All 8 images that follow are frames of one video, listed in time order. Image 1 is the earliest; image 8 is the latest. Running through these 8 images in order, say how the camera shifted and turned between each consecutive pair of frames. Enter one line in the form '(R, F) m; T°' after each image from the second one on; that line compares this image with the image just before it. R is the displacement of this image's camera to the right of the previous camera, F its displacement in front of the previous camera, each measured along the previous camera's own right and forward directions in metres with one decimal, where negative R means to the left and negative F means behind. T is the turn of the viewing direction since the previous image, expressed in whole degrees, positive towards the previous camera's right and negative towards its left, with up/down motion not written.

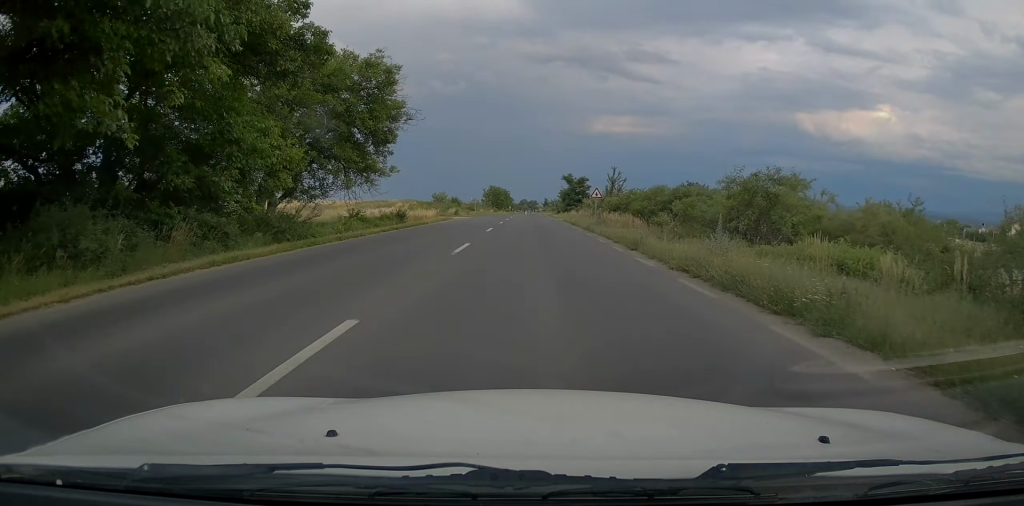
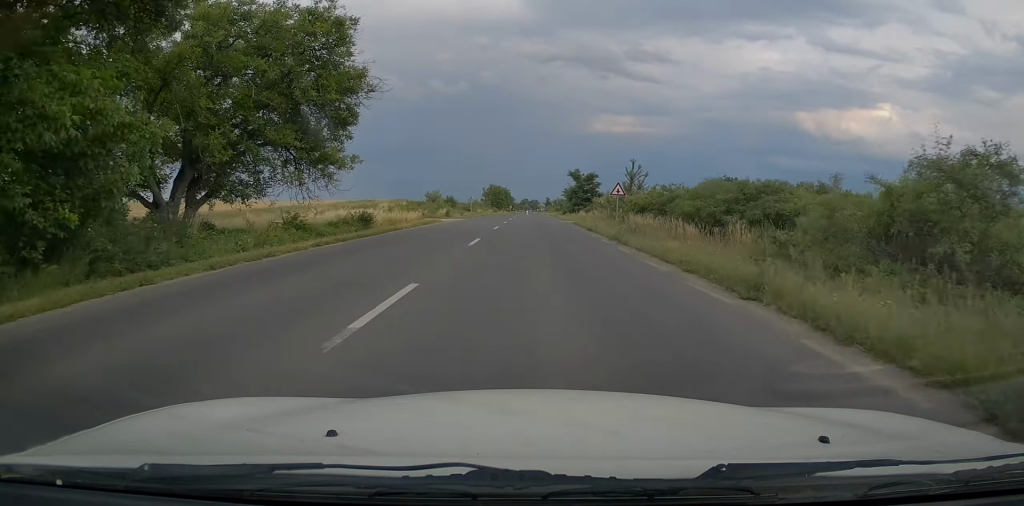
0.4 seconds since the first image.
(-0.1, +8.5) m; 0°
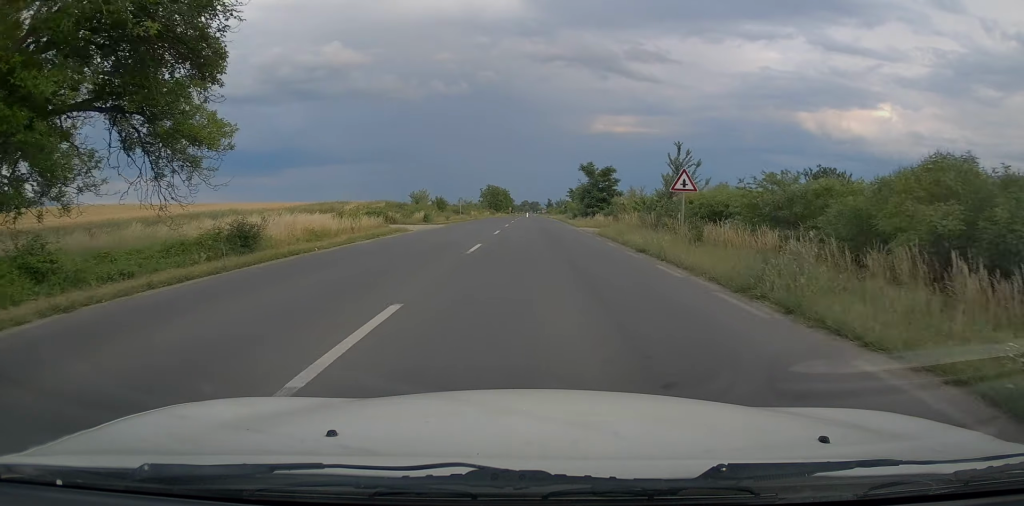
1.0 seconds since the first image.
(0.0, +12.7) m; 0°
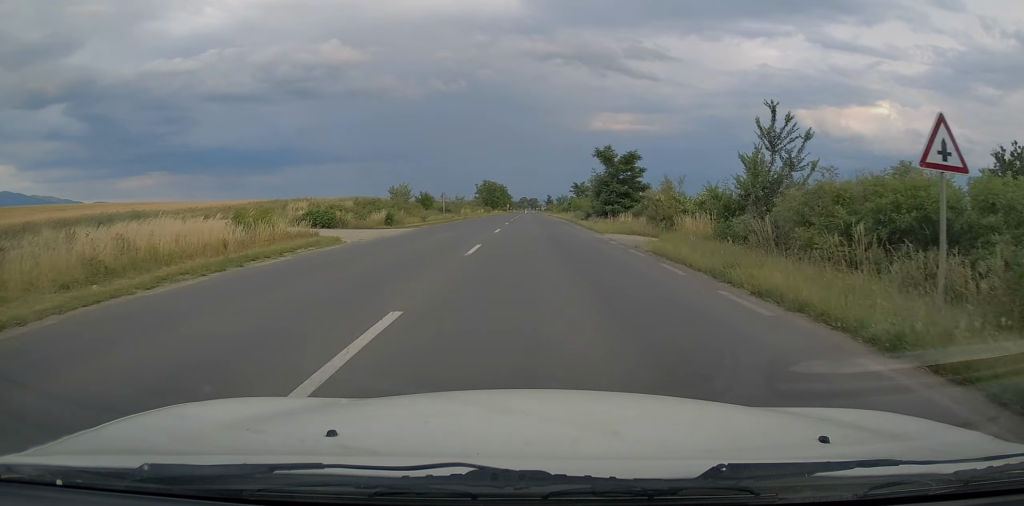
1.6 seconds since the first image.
(+0.2, +12.0) m; 0°
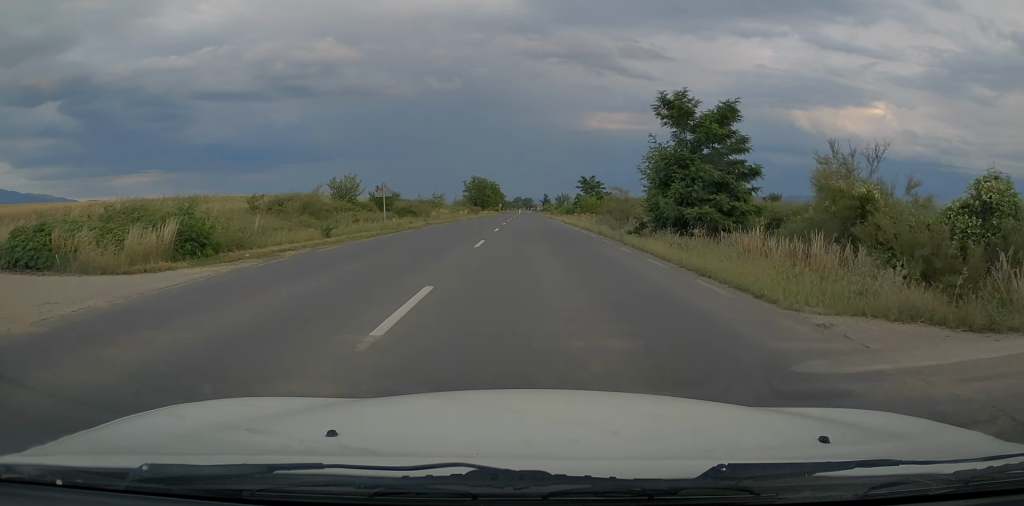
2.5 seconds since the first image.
(-0.1, +20.0) m; 0°
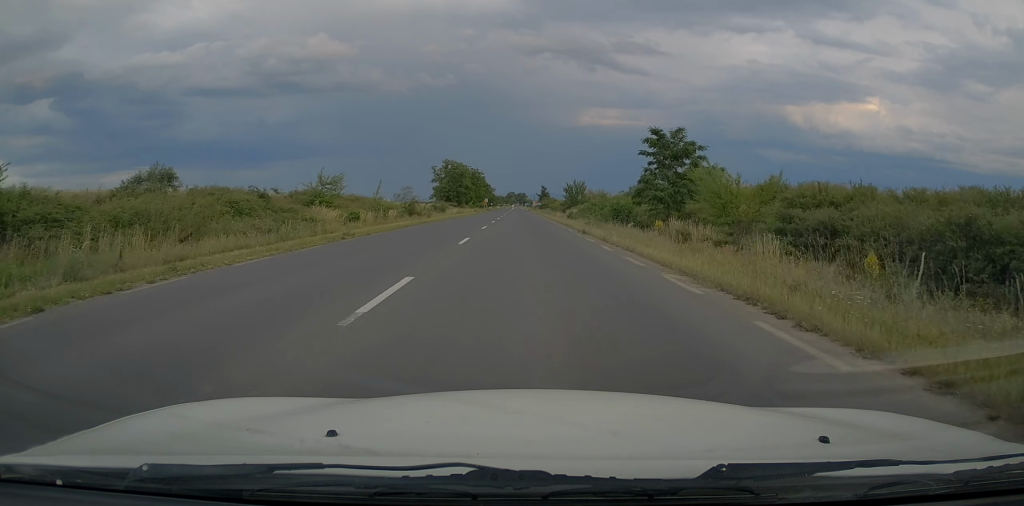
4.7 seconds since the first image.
(+0.1, +43.7) m; 0°
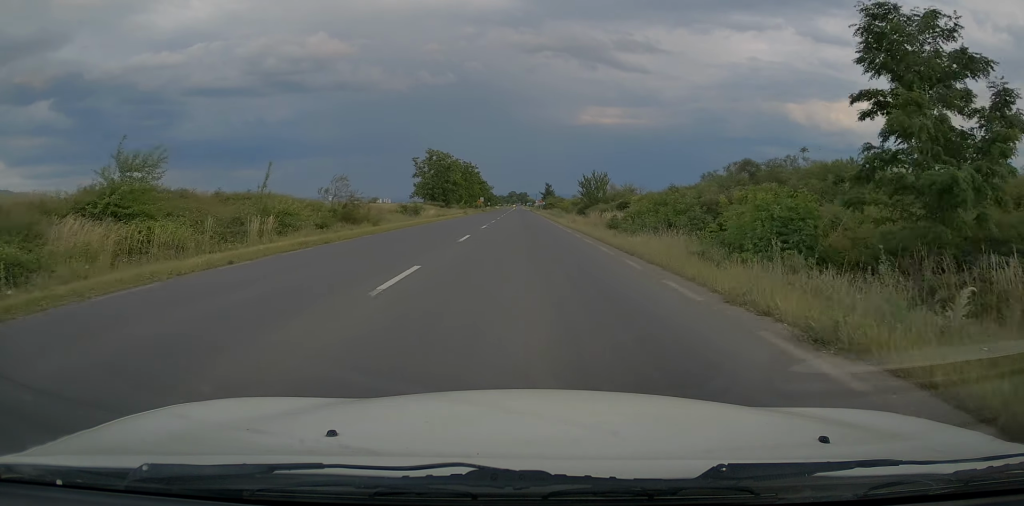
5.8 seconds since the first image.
(0.0, +20.4) m; 0°
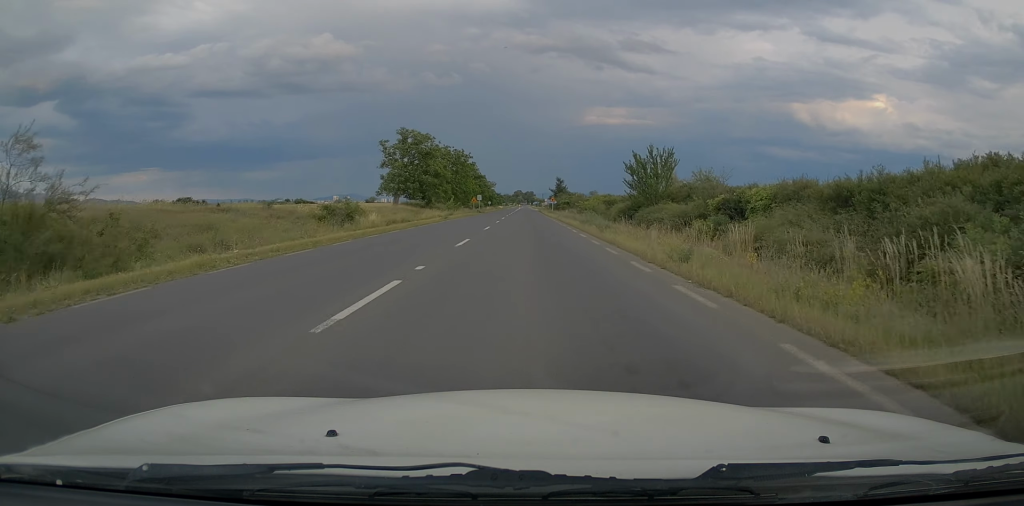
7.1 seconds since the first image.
(0.0, +24.3) m; 0°
